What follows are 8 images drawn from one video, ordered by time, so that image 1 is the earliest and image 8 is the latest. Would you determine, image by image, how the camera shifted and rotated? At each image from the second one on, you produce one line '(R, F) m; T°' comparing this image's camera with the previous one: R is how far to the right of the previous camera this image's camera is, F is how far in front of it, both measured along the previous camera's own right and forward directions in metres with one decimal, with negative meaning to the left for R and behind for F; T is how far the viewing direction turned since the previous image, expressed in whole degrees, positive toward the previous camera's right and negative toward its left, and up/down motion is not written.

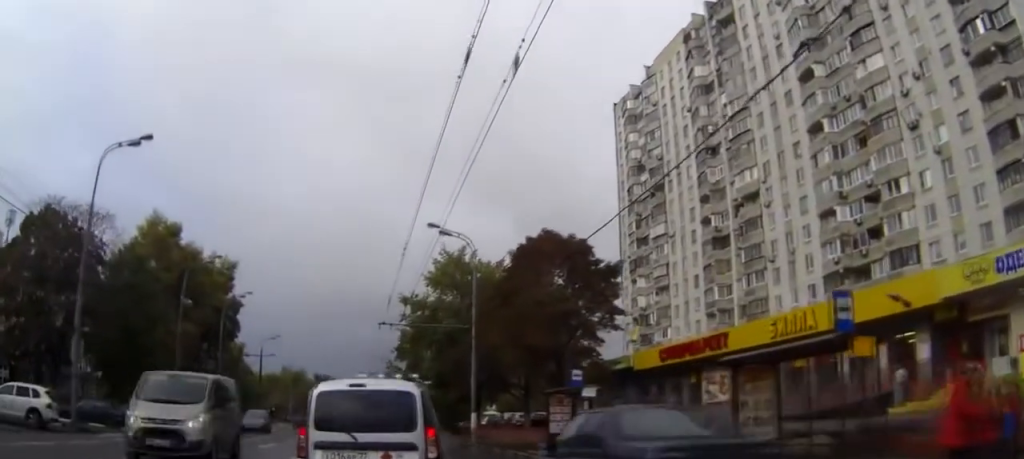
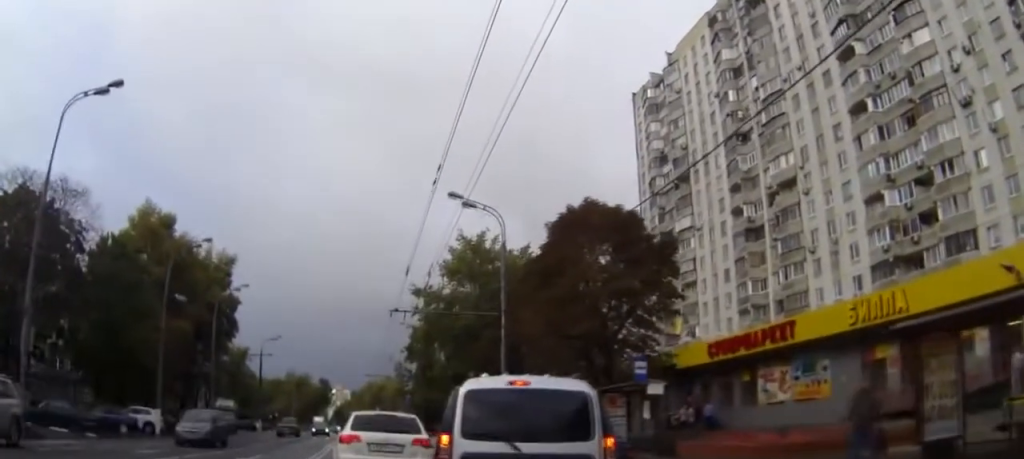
(0.0, +6.2) m; 0°
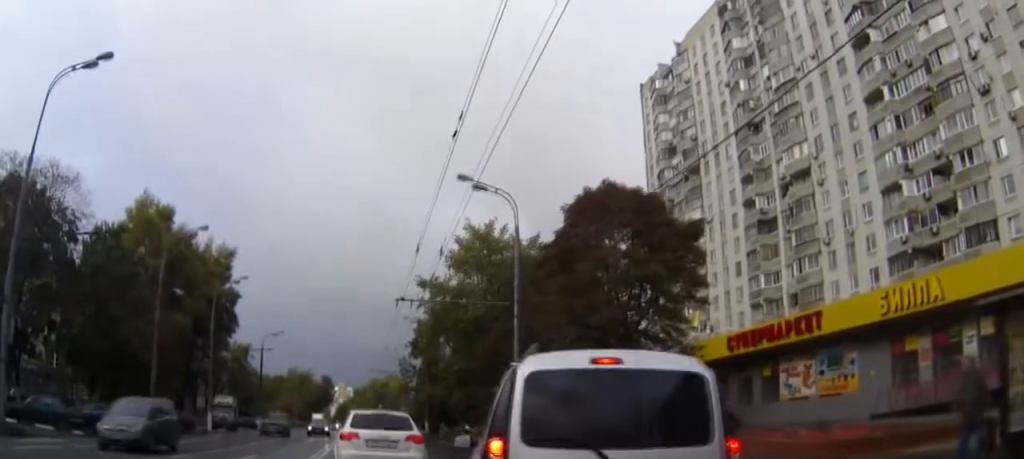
(0.0, +3.1) m; -1°
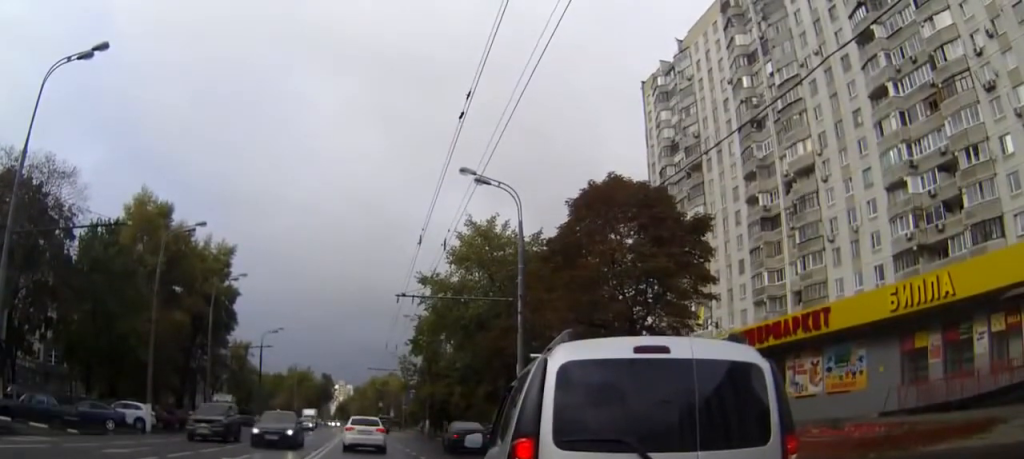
(-0.2, +3.6) m; -1°
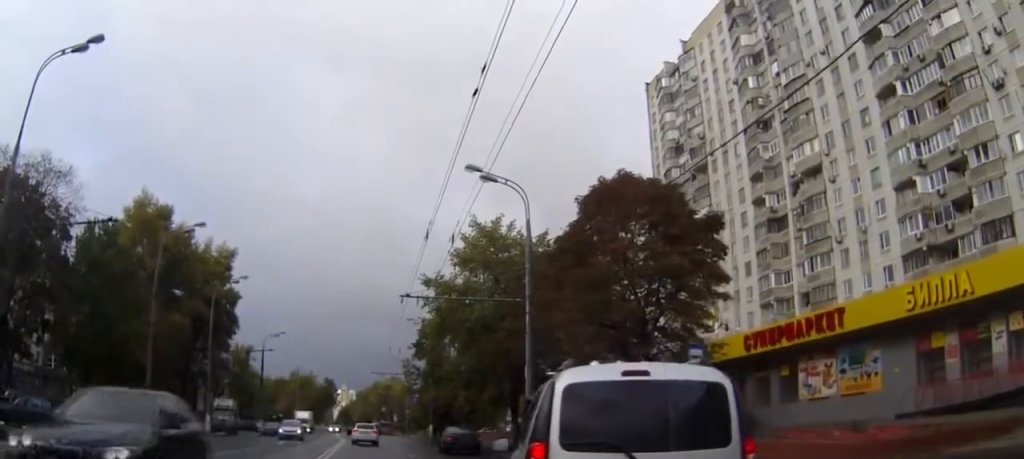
(0.0, +0.7) m; 0°
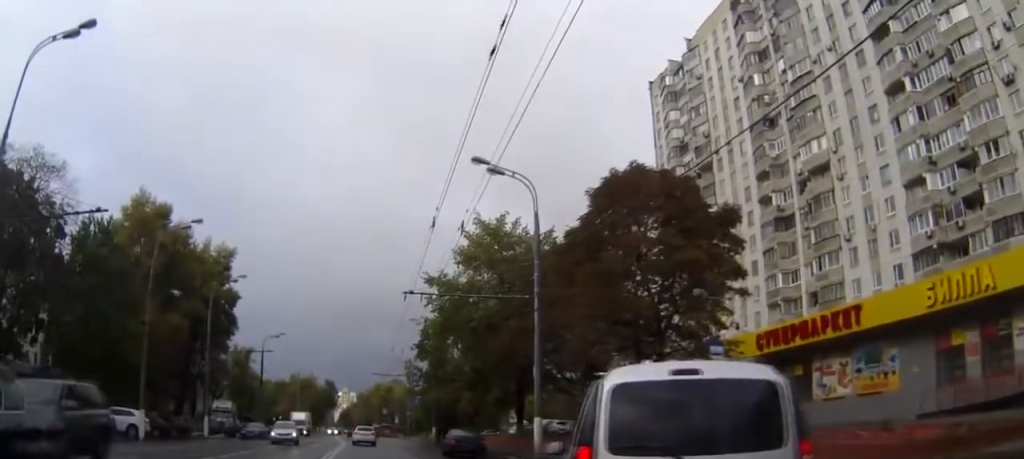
(0.0, +0.8) m; 0°
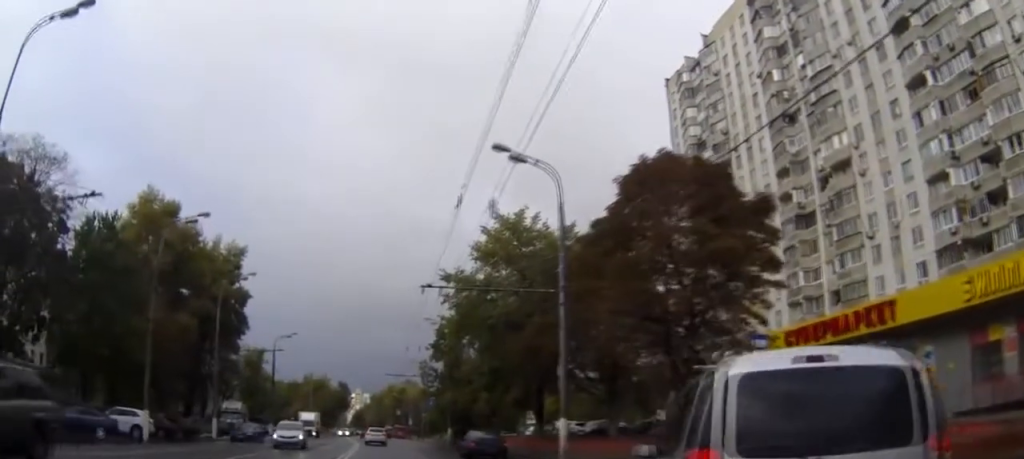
(0.0, +0.8) m; 0°
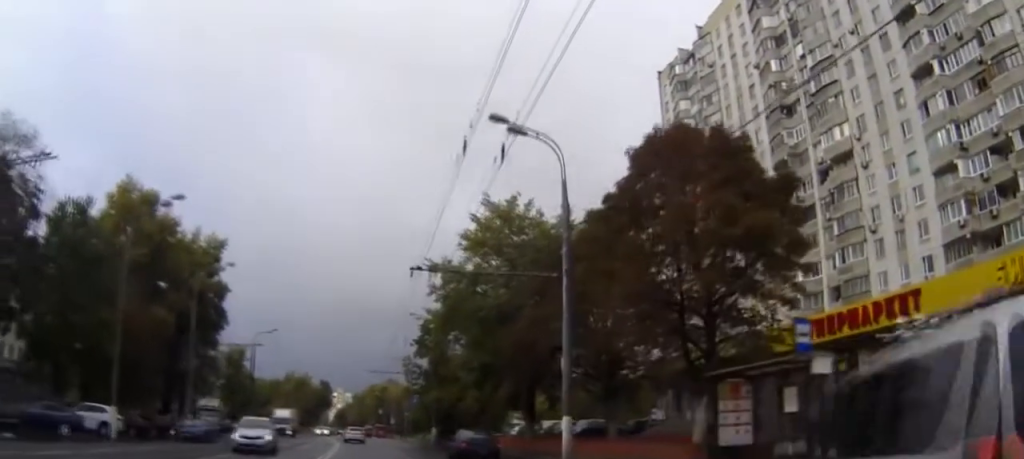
(0.0, +1.6) m; +2°
